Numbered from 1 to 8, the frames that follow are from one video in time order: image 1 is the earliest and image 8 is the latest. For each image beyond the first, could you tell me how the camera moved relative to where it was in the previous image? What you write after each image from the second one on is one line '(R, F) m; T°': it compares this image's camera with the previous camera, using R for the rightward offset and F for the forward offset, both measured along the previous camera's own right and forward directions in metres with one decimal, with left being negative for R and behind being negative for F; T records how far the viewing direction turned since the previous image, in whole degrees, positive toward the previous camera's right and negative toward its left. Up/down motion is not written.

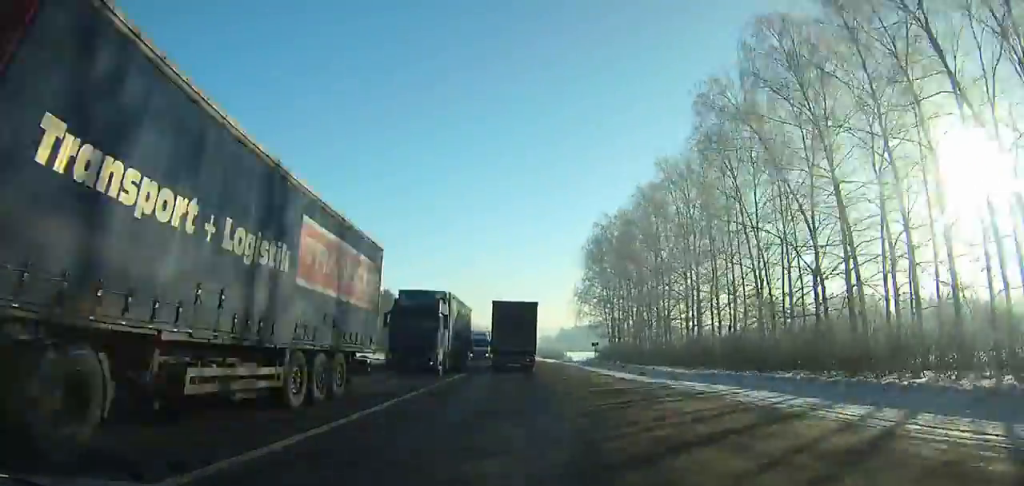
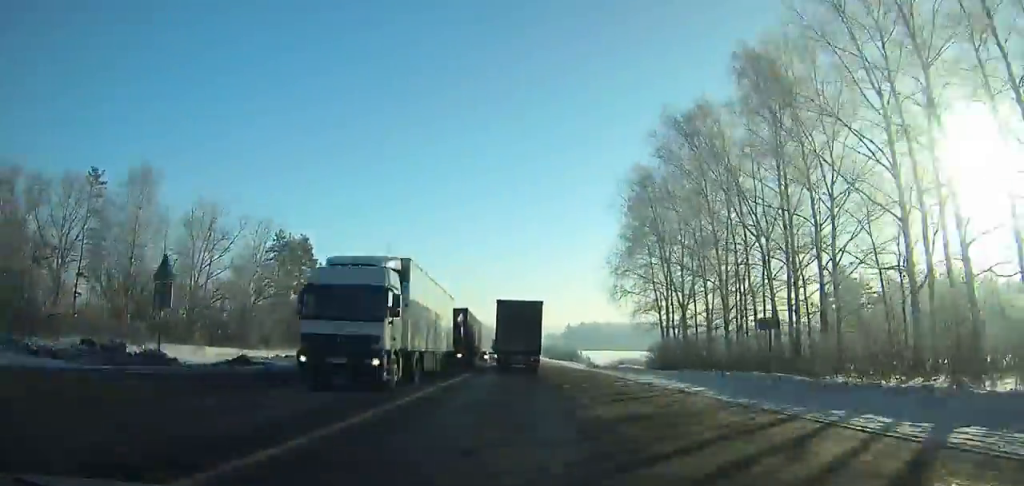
(+0.2, +37.5) m; 0°
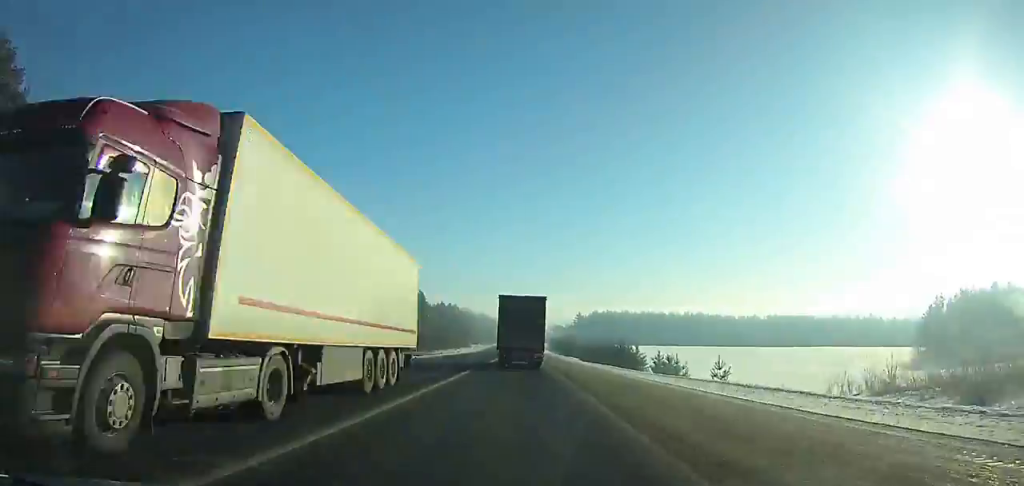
(-0.1, +70.8) m; 0°
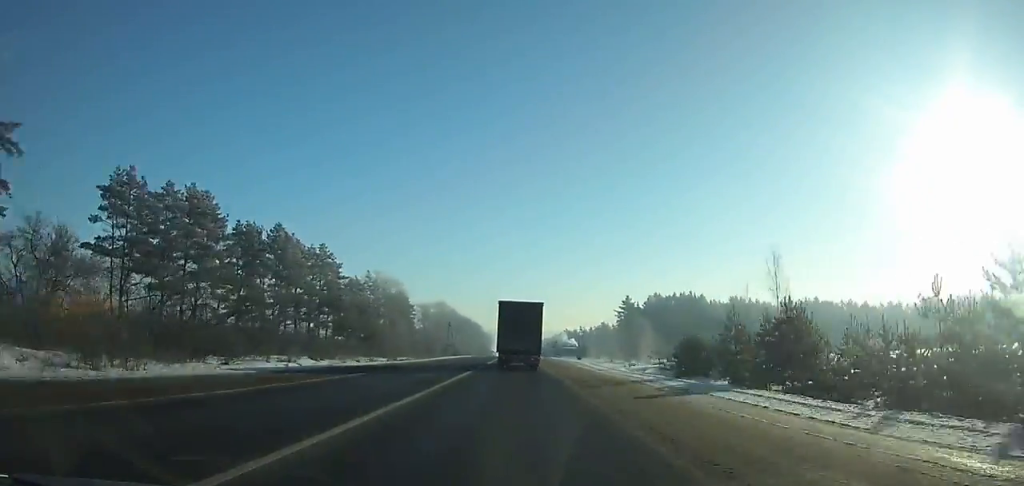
(+0.8, +199.0) m; 0°
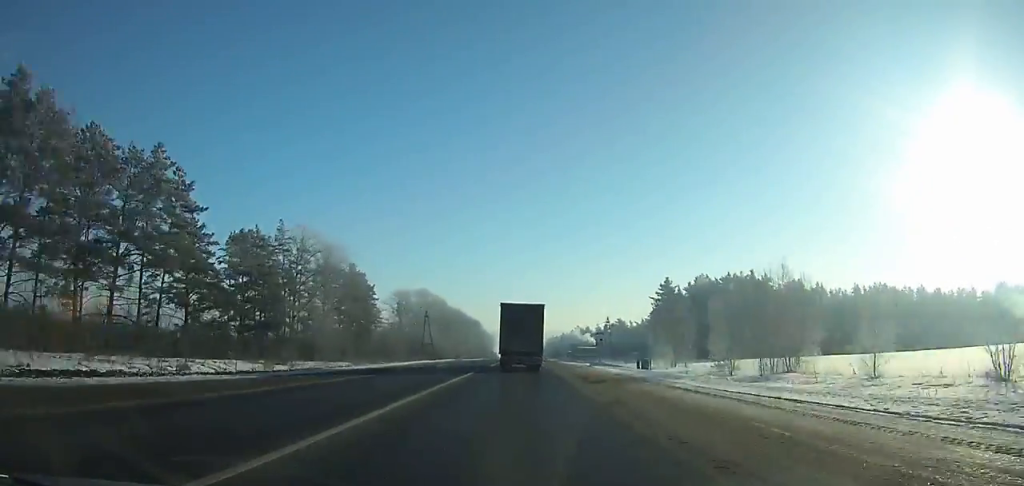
(0.0, +52.7) m; 0°
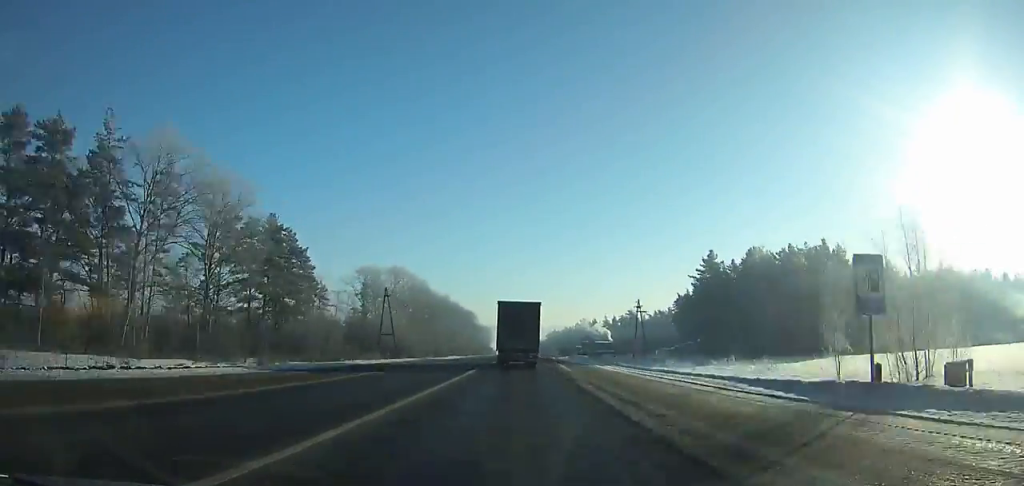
(-0.1, +39.3) m; 0°
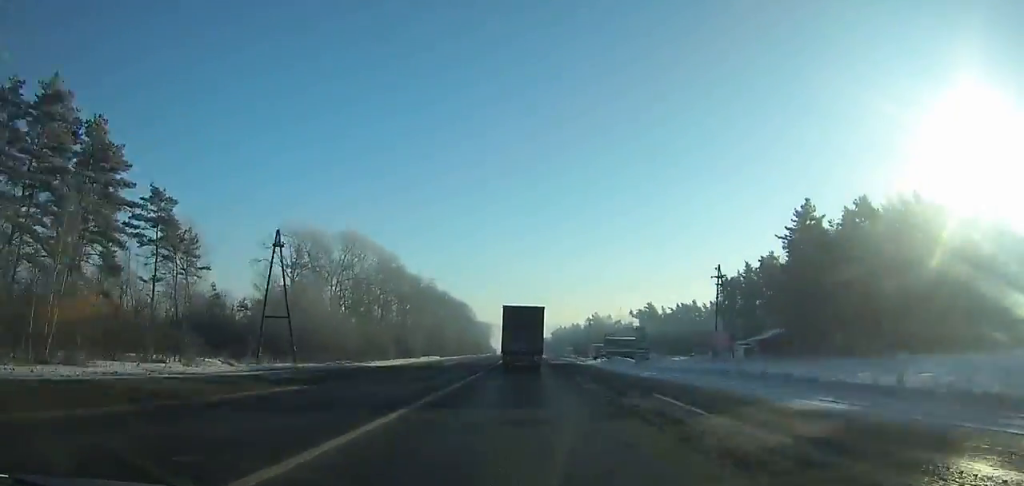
(-0.1, +43.7) m; 0°
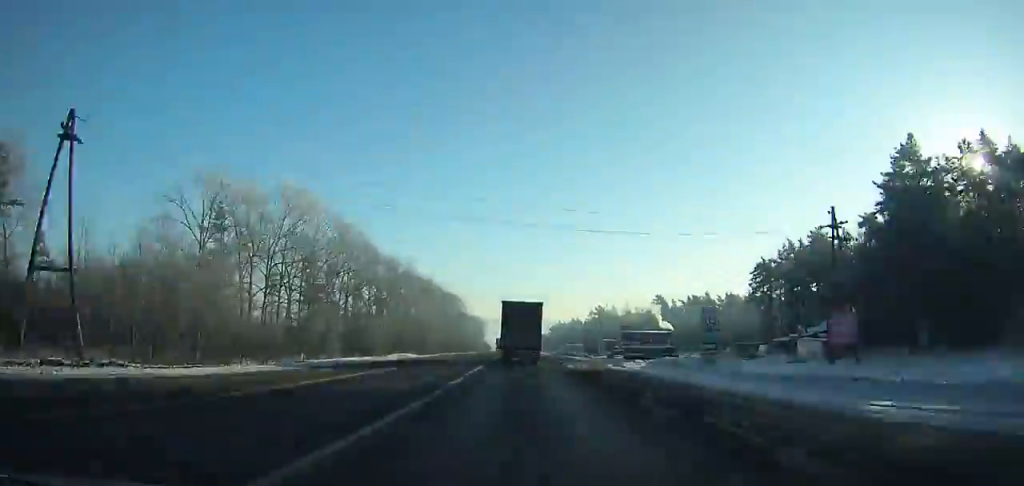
(-0.1, +26.2) m; 0°
